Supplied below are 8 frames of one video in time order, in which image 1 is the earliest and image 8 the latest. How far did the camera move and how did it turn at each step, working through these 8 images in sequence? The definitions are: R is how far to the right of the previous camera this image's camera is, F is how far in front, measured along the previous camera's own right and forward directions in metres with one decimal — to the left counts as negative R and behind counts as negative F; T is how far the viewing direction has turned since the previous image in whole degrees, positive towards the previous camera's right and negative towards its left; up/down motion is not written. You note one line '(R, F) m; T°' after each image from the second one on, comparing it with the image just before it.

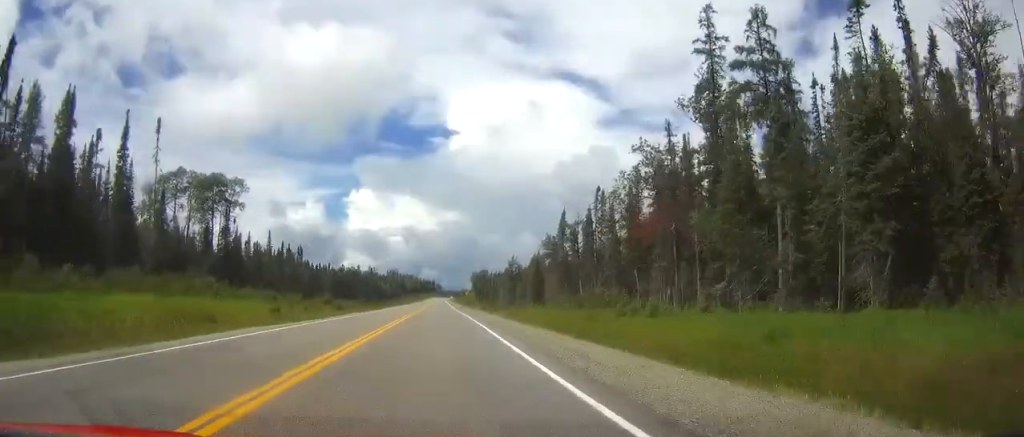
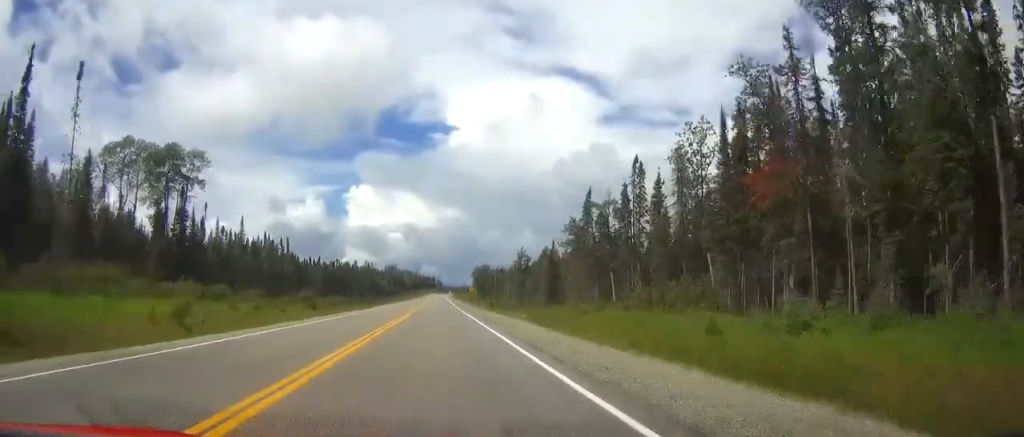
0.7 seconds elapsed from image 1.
(0.0, +20.5) m; 0°
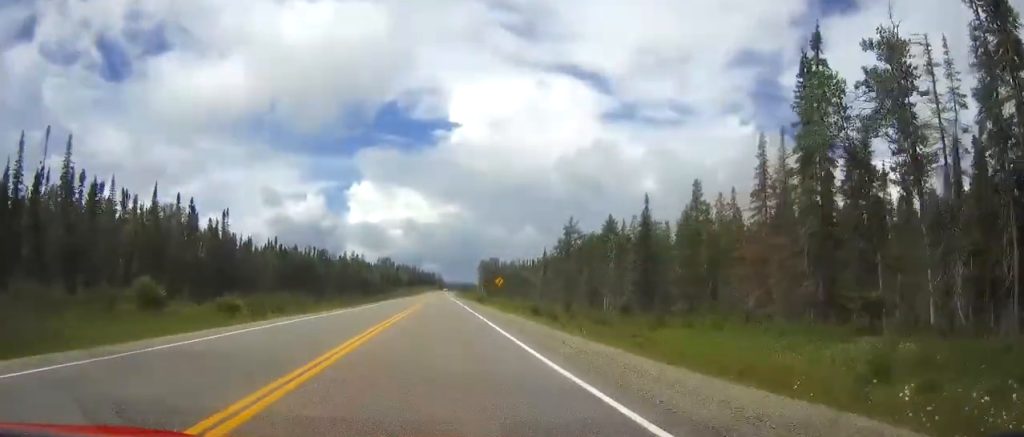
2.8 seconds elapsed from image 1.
(-0.1, +63.4) m; 0°
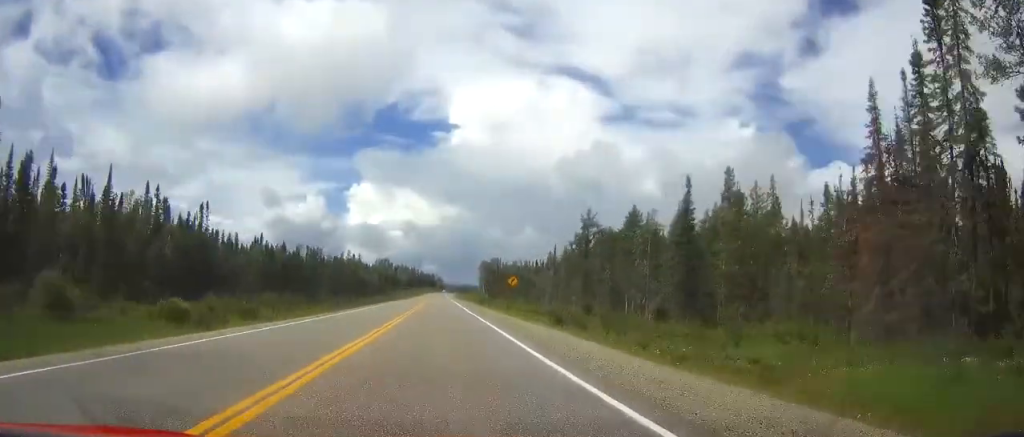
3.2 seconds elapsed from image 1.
(0.0, +13.7) m; 0°
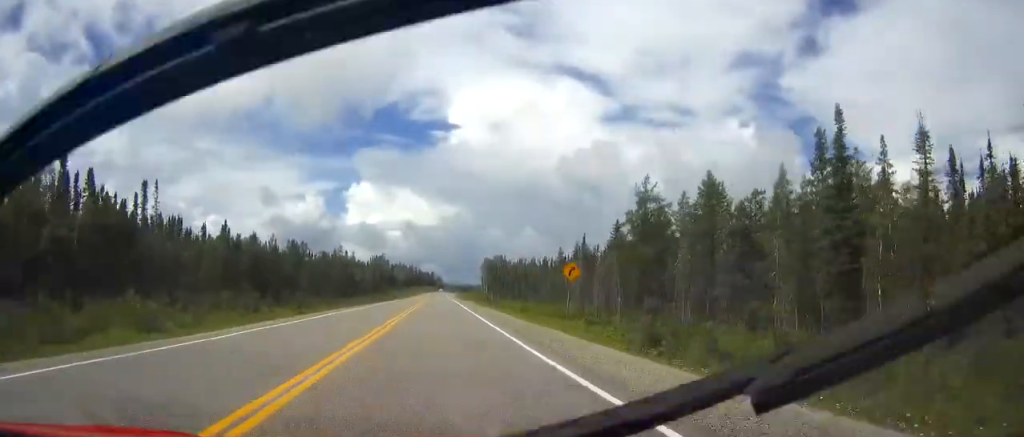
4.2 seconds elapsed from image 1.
(+0.1, +27.2) m; 0°
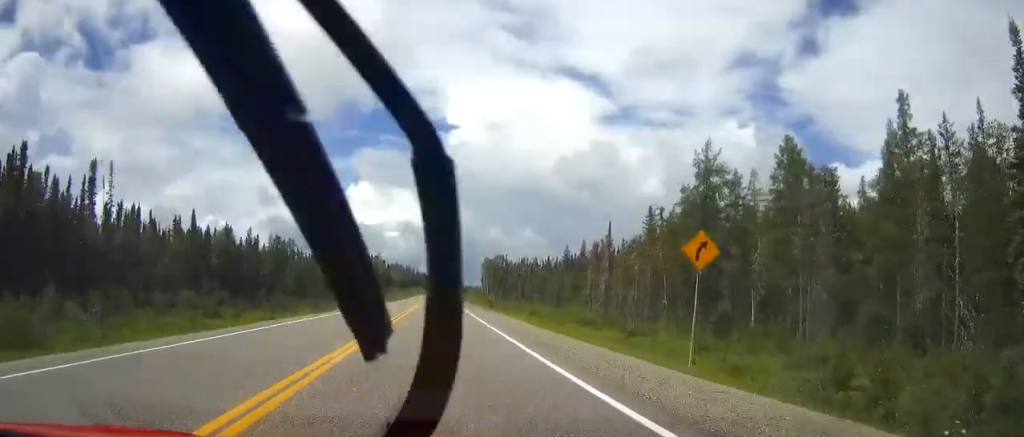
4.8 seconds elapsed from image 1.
(0.0, +17.3) m; 0°
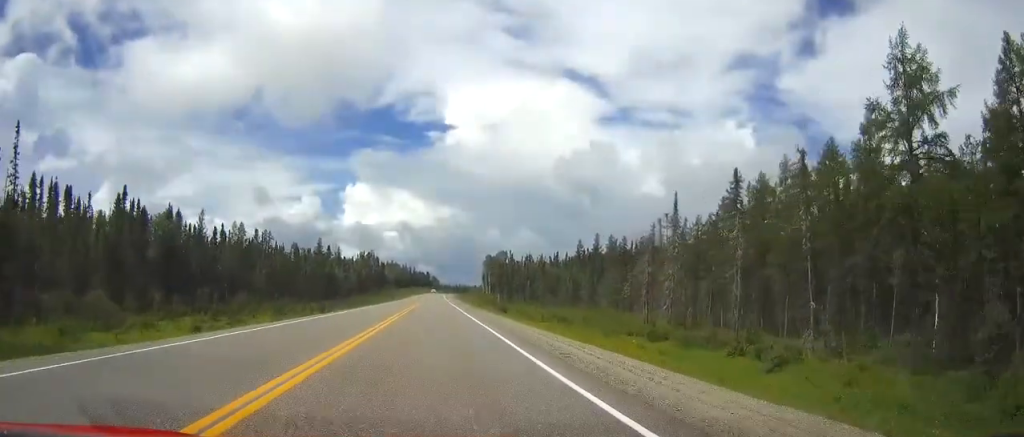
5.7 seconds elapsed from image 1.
(+0.1, +26.6) m; 0°
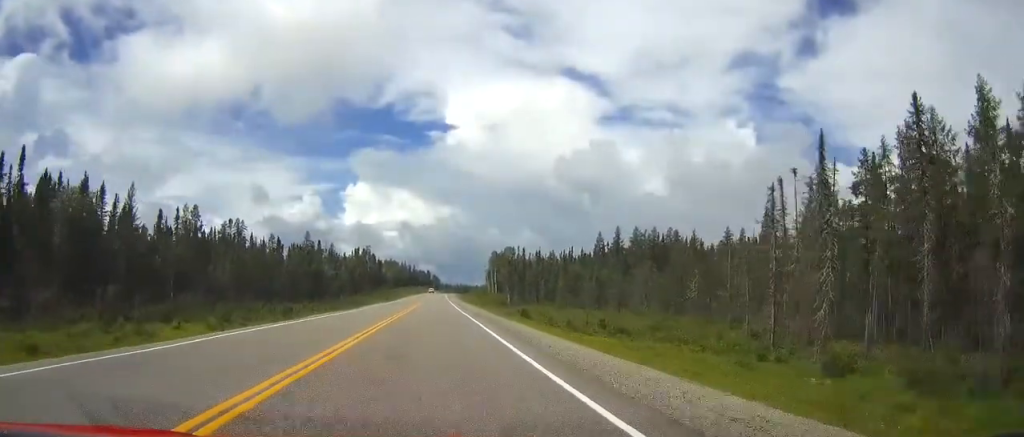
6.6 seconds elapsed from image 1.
(0.0, +26.5) m; 0°
